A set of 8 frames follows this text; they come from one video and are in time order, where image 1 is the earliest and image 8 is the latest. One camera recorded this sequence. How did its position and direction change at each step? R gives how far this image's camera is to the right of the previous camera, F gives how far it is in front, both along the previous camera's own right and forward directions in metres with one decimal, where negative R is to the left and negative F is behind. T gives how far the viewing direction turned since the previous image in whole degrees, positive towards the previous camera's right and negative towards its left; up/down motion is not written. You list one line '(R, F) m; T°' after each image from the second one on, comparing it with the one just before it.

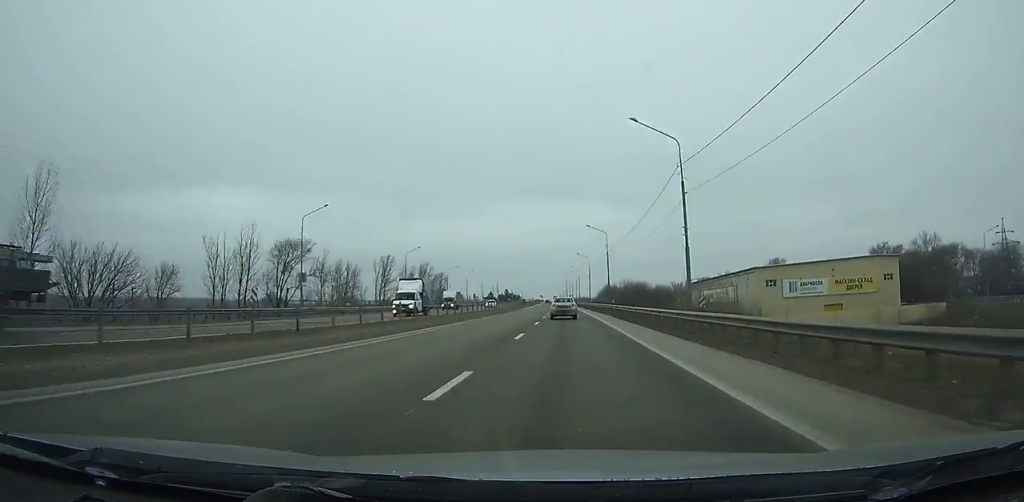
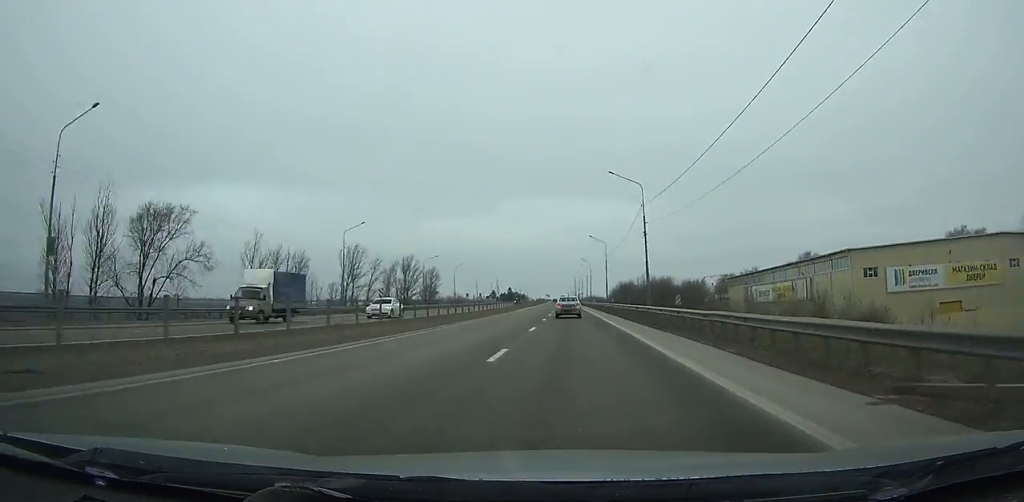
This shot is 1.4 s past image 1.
(-0.1, +31.2) m; 0°
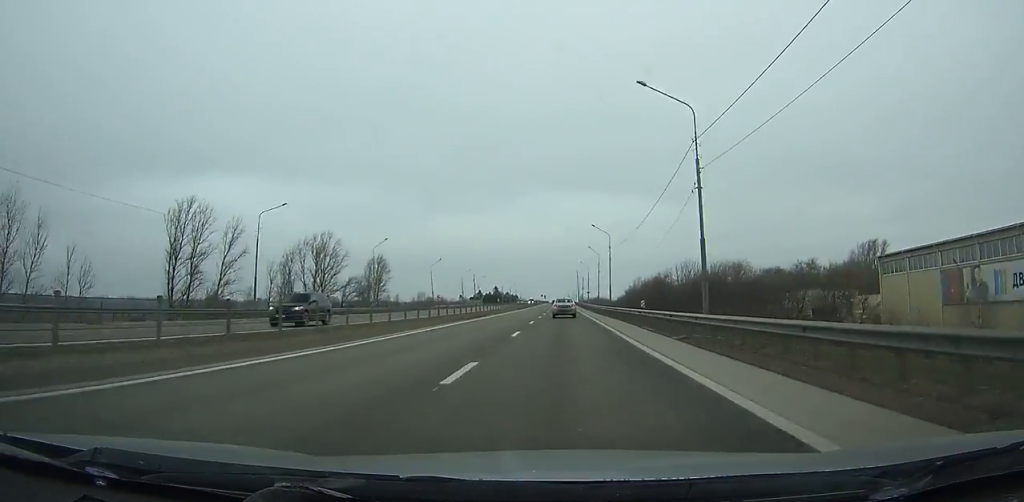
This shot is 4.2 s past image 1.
(-0.2, +63.2) m; -1°
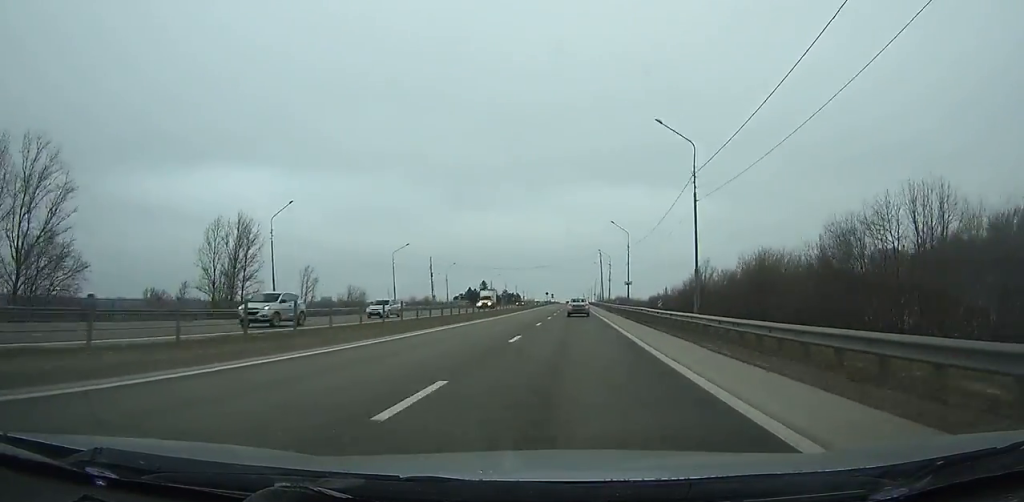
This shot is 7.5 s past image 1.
(-0.5, +75.3) m; 0°
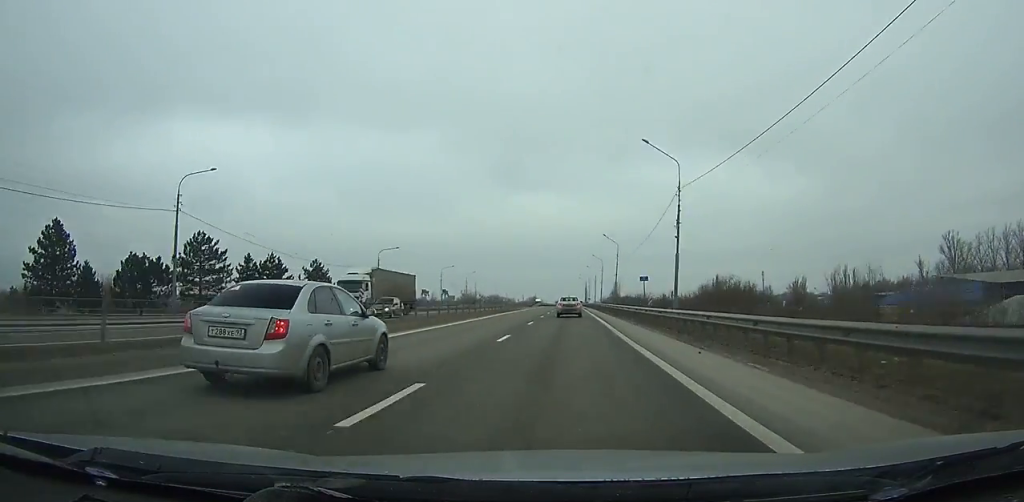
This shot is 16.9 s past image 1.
(-0.2, +214.9) m; 0°
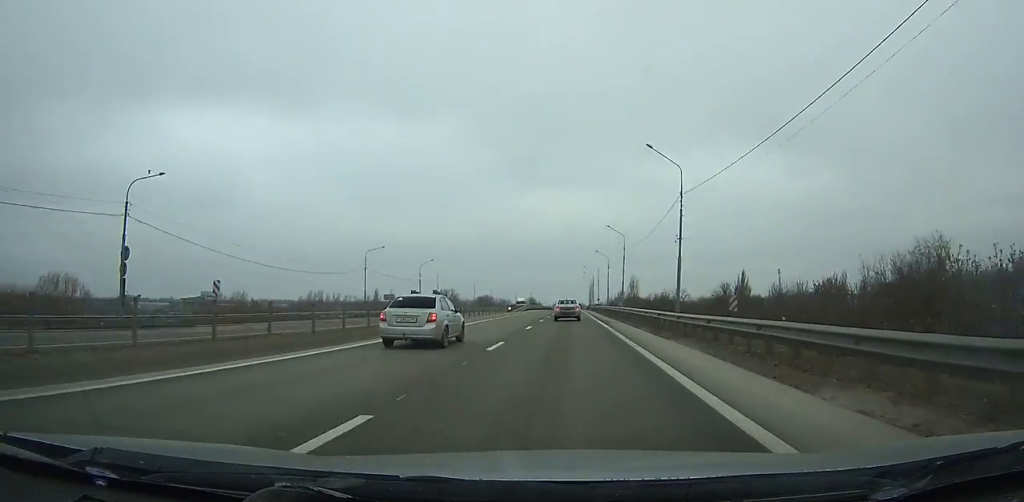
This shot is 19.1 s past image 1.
(-0.1, +49.6) m; 0°
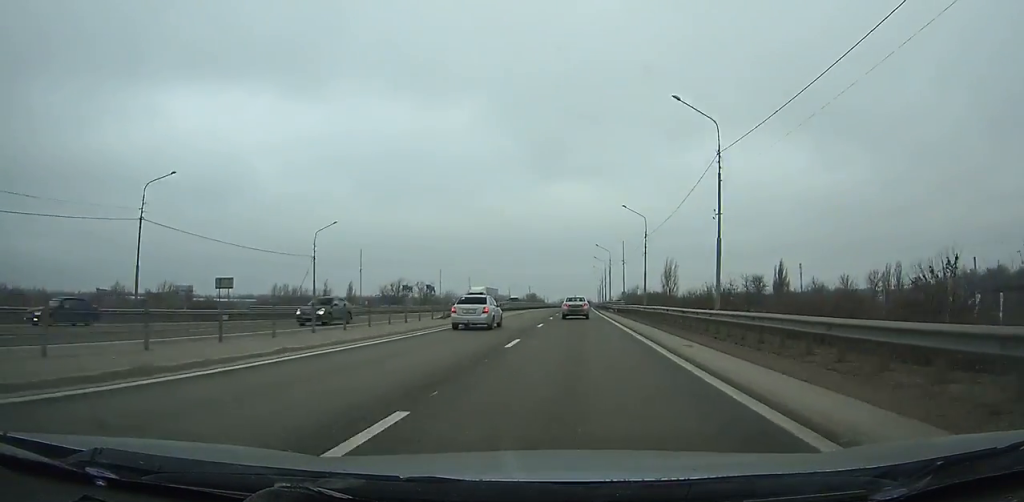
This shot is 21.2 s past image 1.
(0.0, +46.7) m; 0°
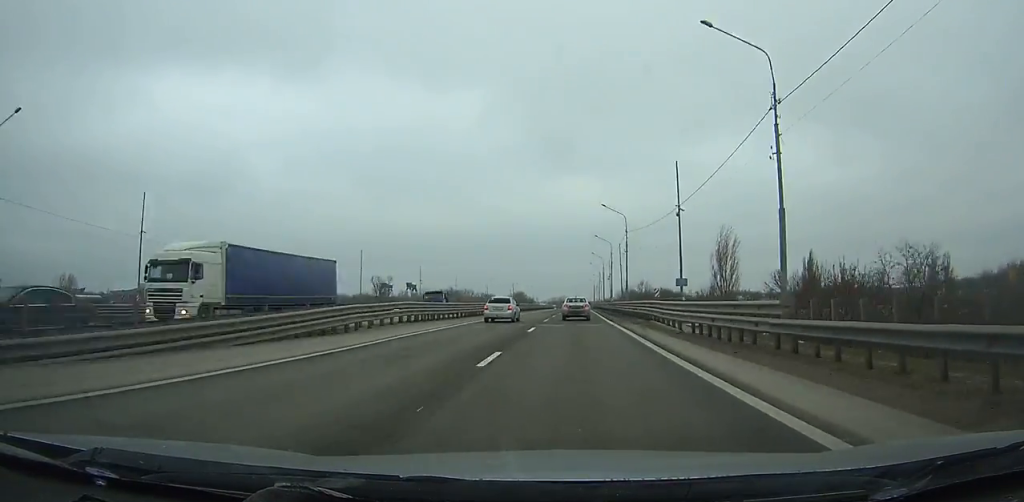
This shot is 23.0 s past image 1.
(+0.1, +39.7) m; +1°
